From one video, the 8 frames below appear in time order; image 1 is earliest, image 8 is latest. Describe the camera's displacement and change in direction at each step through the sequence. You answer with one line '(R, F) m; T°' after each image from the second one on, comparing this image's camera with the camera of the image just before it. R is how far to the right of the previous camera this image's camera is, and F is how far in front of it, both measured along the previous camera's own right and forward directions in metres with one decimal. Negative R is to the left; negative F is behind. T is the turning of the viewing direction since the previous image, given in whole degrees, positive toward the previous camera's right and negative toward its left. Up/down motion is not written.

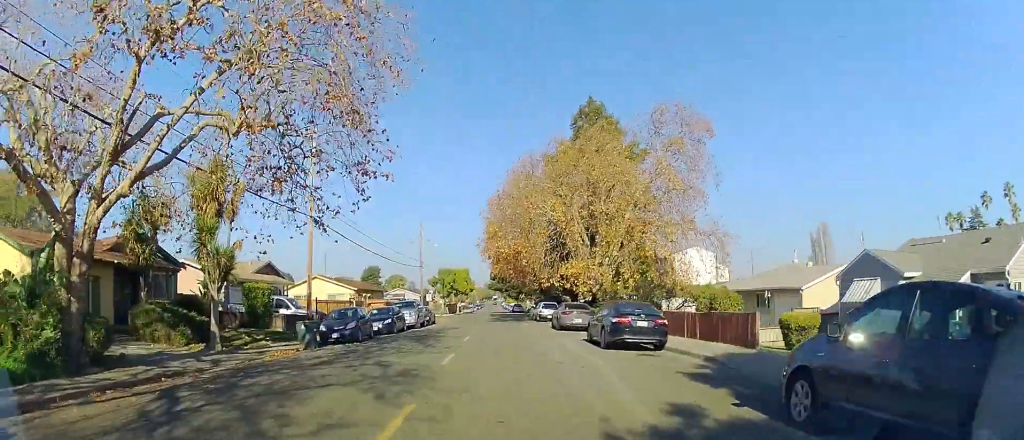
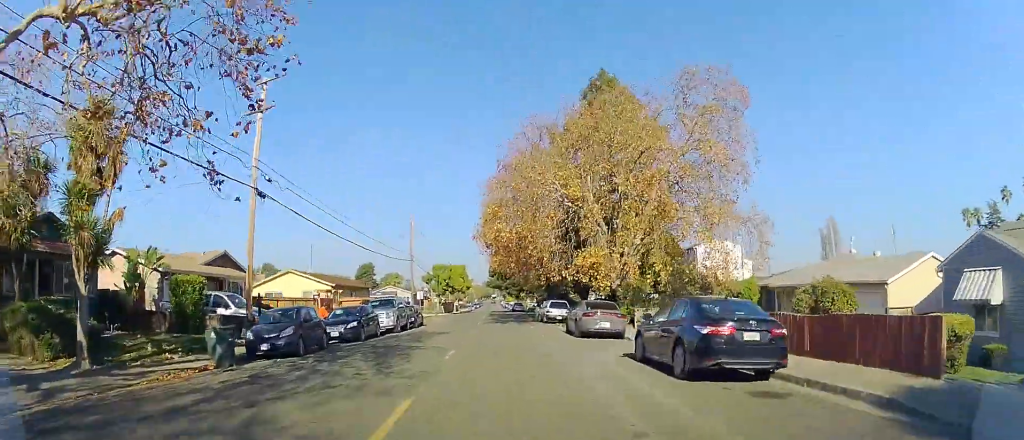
(+0.1, +6.7) m; 0°
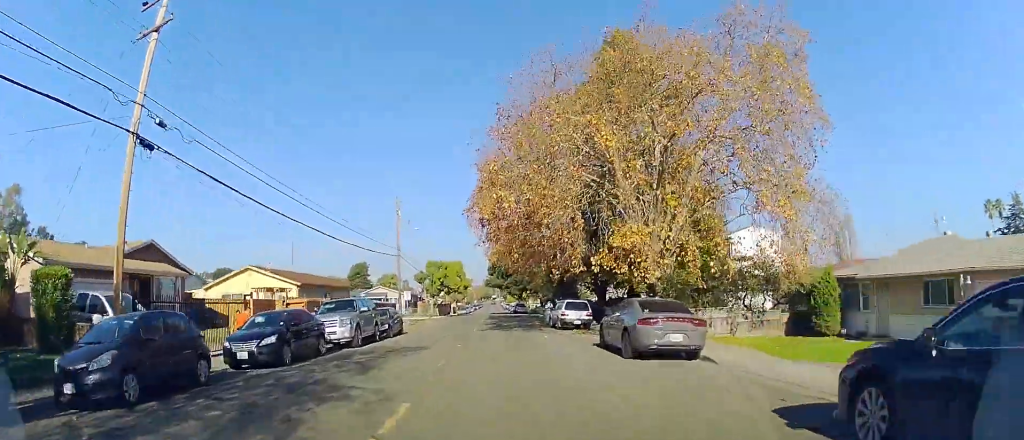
(0.0, +7.8) m; -1°
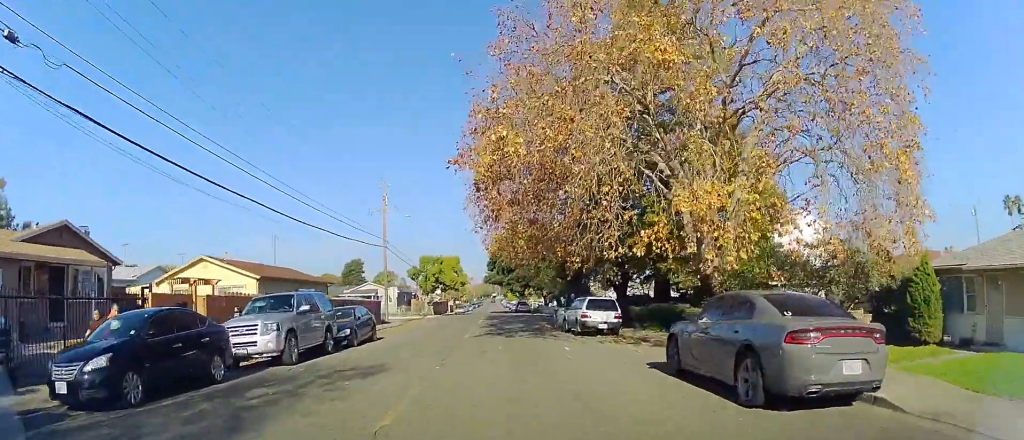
(-0.1, +6.4) m; 0°
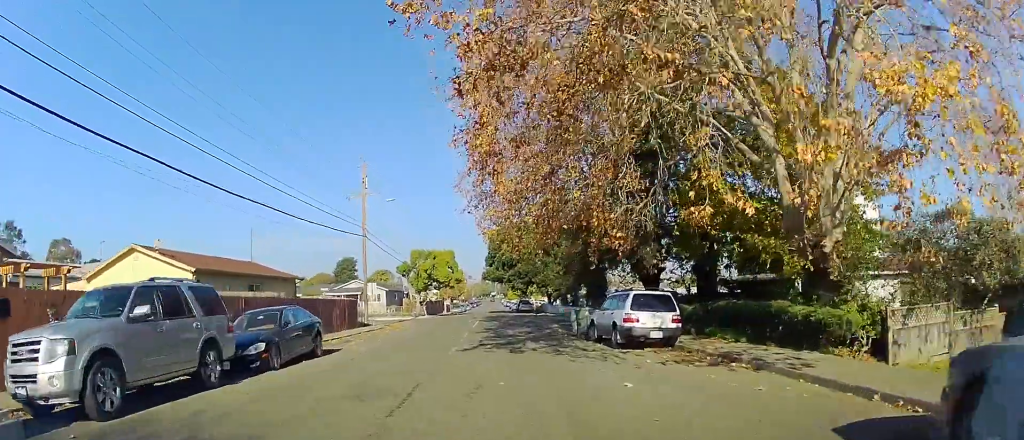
(0.0, +7.0) m; +1°
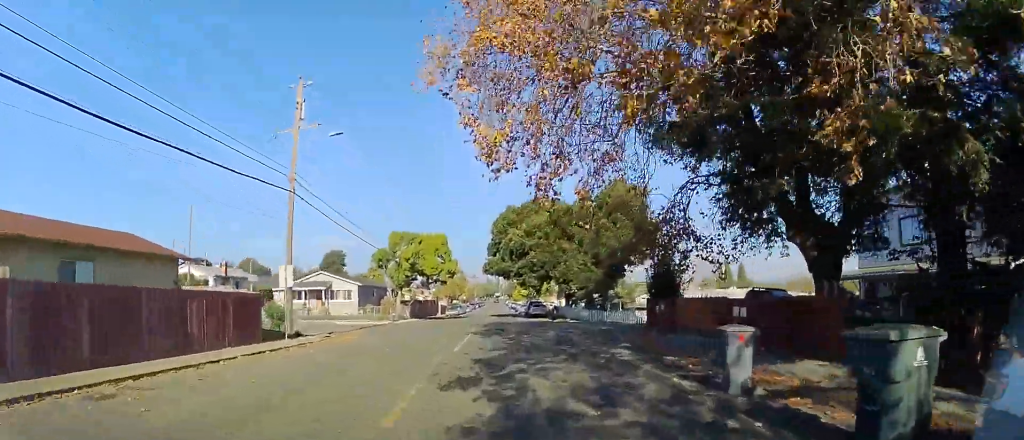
(0.0, +14.7) m; 0°
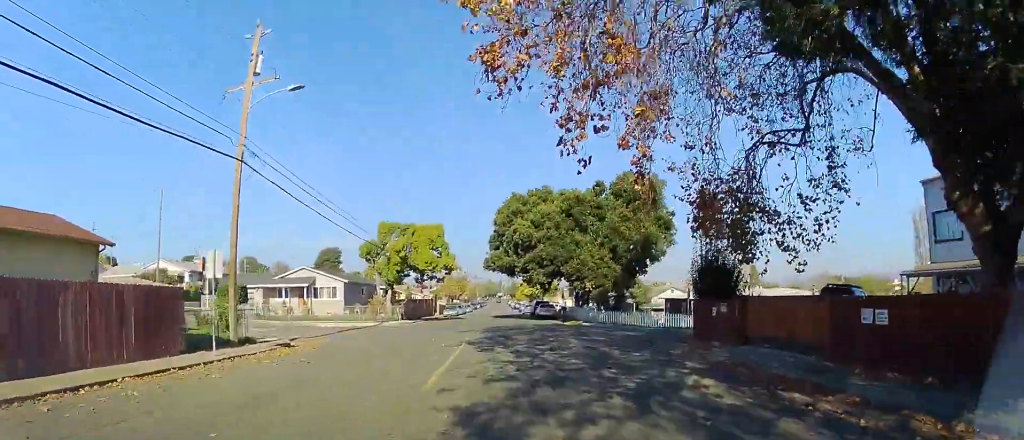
(0.0, +5.4) m; 0°
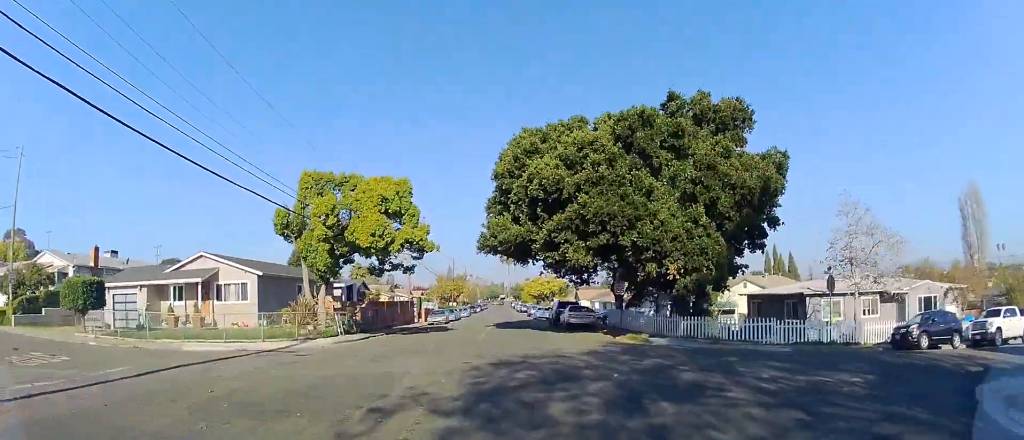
(+0.1, +16.6) m; -1°
